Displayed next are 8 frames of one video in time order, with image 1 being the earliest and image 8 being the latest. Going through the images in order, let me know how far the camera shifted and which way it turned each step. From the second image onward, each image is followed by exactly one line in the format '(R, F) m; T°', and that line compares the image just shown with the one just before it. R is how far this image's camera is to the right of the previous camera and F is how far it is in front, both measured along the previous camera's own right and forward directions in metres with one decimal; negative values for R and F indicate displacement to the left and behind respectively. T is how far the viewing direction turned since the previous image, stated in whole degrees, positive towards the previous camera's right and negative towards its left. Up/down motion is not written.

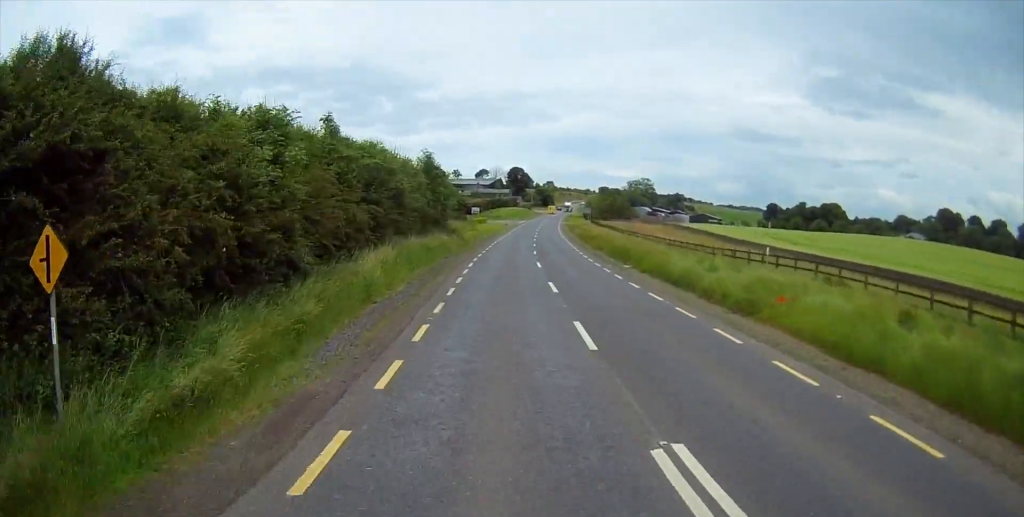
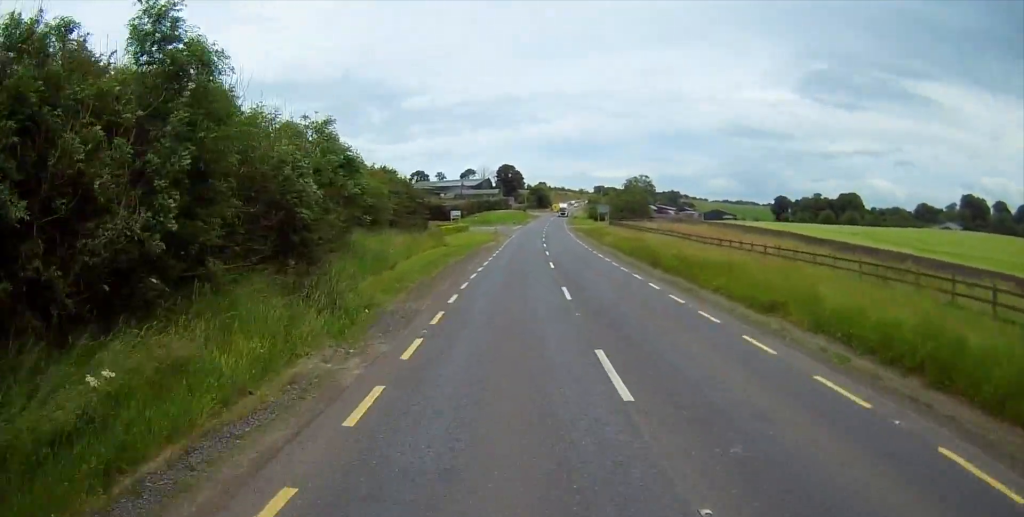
(0.0, +36.6) m; 0°
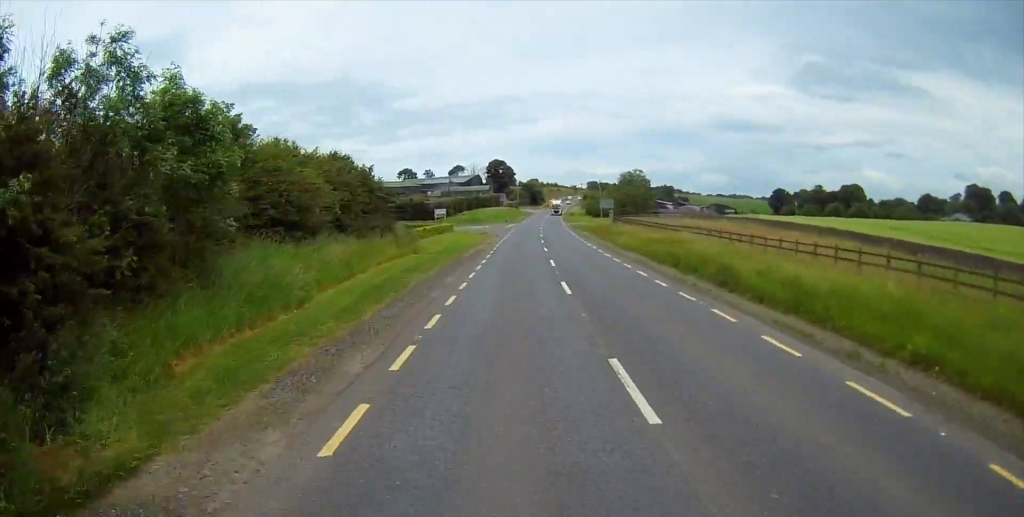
(+0.1, +12.8) m; 0°
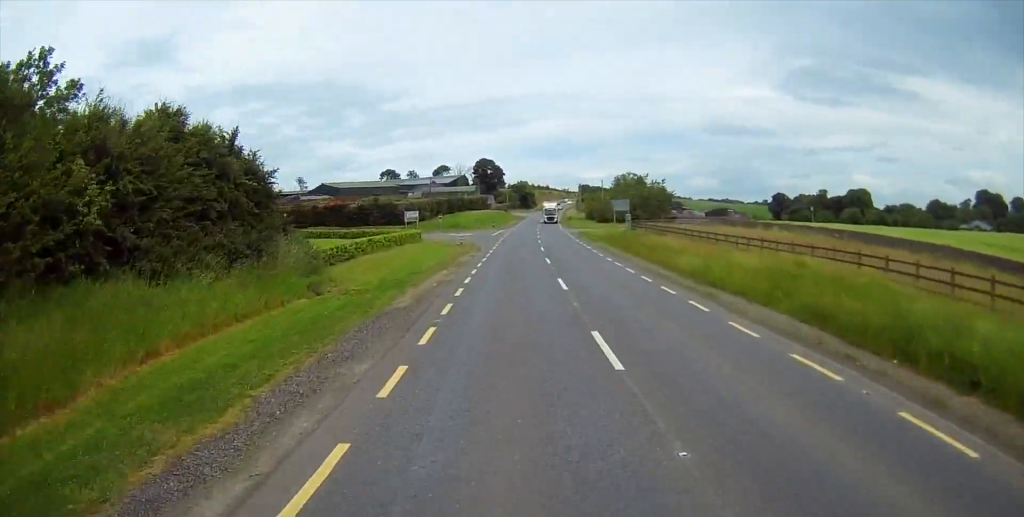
(-0.2, +21.0) m; +1°
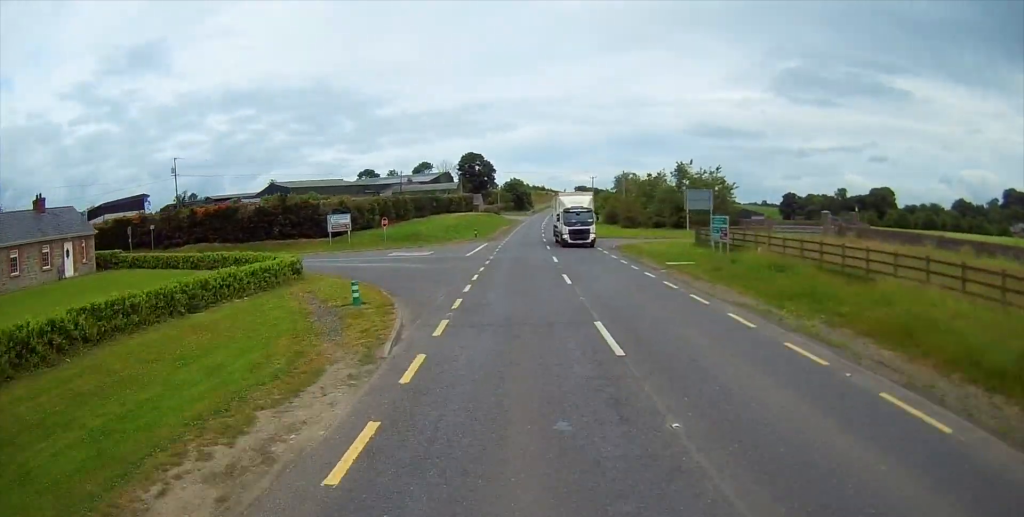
(+0.8, +34.2) m; +2°
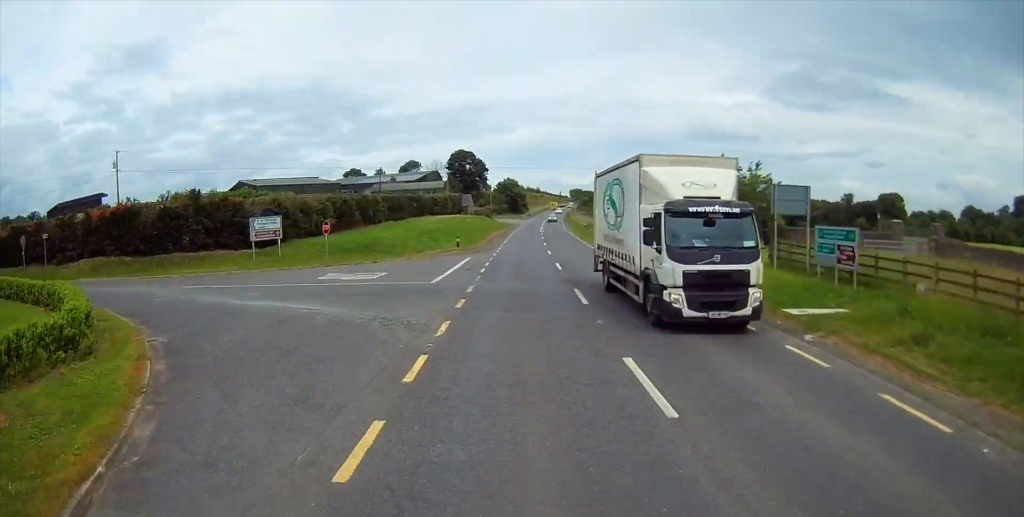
(+0.1, +15.5) m; +1°
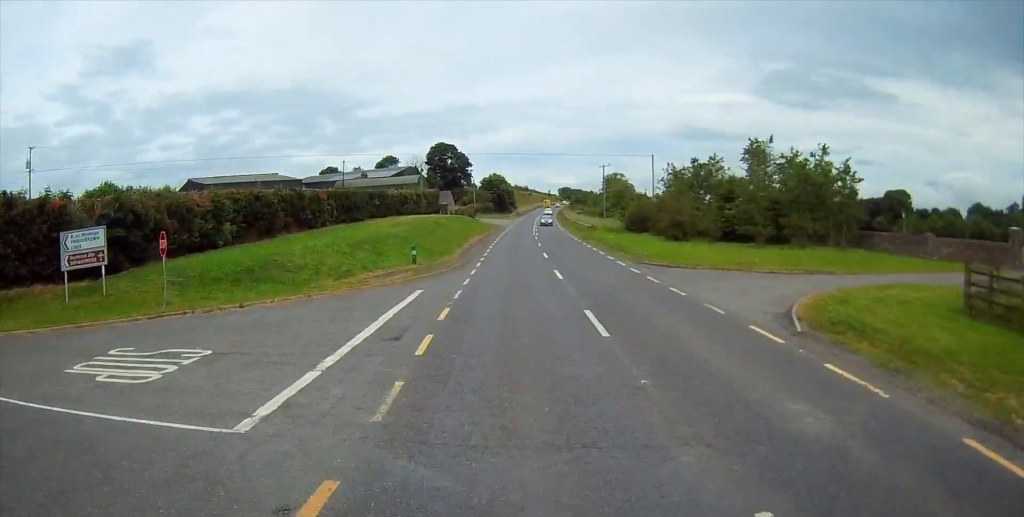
(+0.4, +17.7) m; 0°
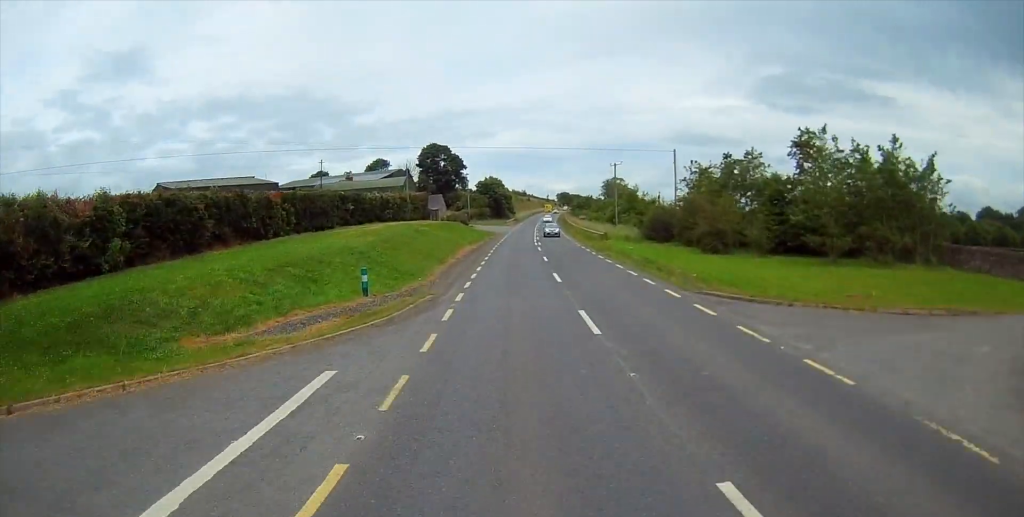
(-0.3, +11.0) m; 0°
